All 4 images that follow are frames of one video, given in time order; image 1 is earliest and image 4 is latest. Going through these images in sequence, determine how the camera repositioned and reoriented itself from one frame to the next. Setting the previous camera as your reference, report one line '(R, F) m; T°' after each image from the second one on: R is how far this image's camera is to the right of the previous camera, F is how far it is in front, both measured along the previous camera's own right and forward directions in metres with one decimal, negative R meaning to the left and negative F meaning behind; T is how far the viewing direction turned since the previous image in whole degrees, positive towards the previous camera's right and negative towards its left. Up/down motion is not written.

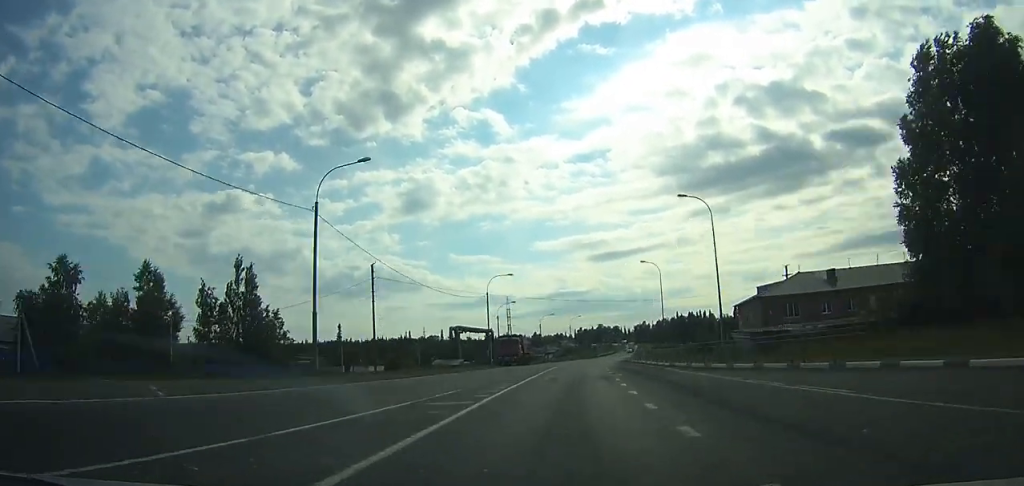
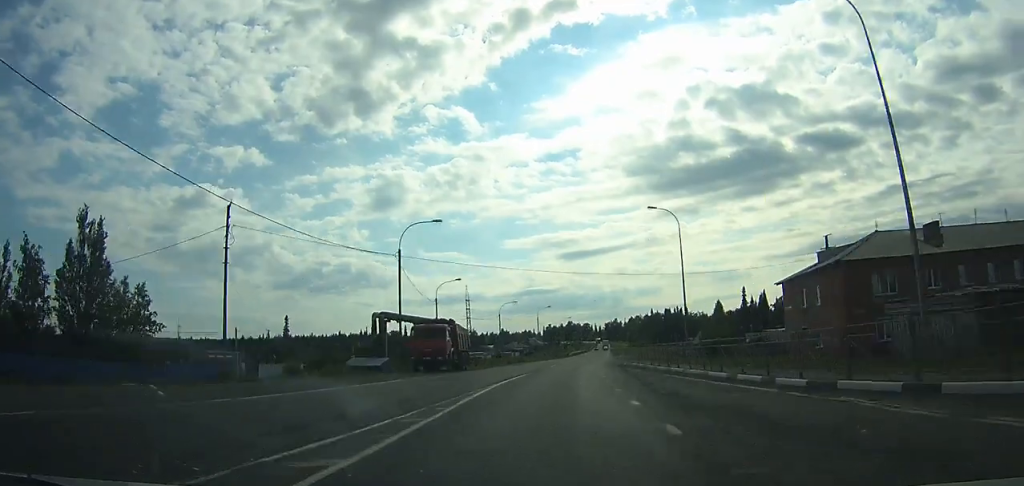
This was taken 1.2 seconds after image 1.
(-0.2, +24.3) m; +2°
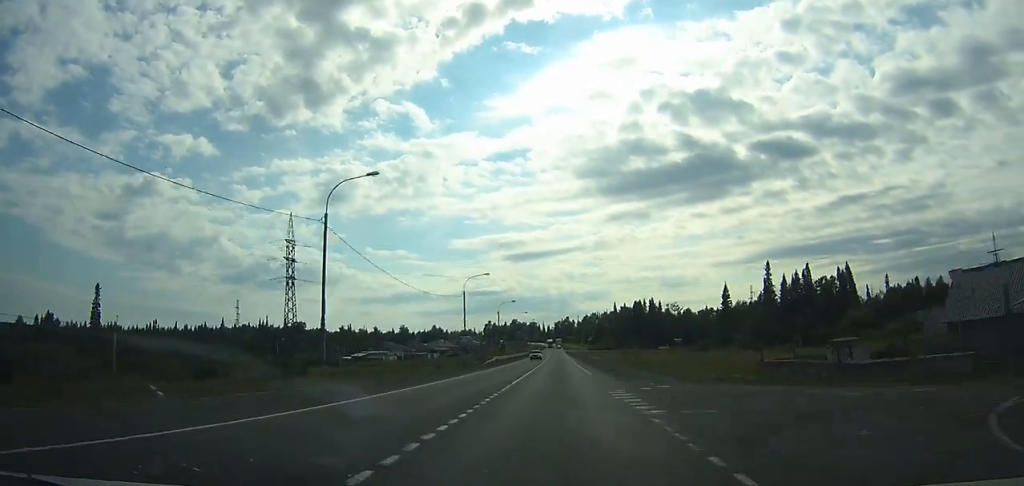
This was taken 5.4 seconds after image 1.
(+5.0, +87.1) m; +4°
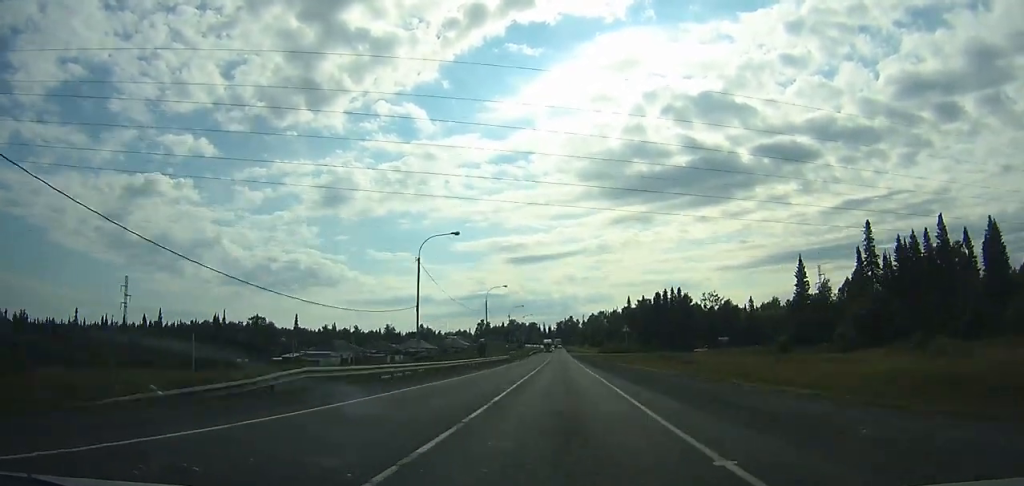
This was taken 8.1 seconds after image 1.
(+0.7, +57.4) m; +1°
